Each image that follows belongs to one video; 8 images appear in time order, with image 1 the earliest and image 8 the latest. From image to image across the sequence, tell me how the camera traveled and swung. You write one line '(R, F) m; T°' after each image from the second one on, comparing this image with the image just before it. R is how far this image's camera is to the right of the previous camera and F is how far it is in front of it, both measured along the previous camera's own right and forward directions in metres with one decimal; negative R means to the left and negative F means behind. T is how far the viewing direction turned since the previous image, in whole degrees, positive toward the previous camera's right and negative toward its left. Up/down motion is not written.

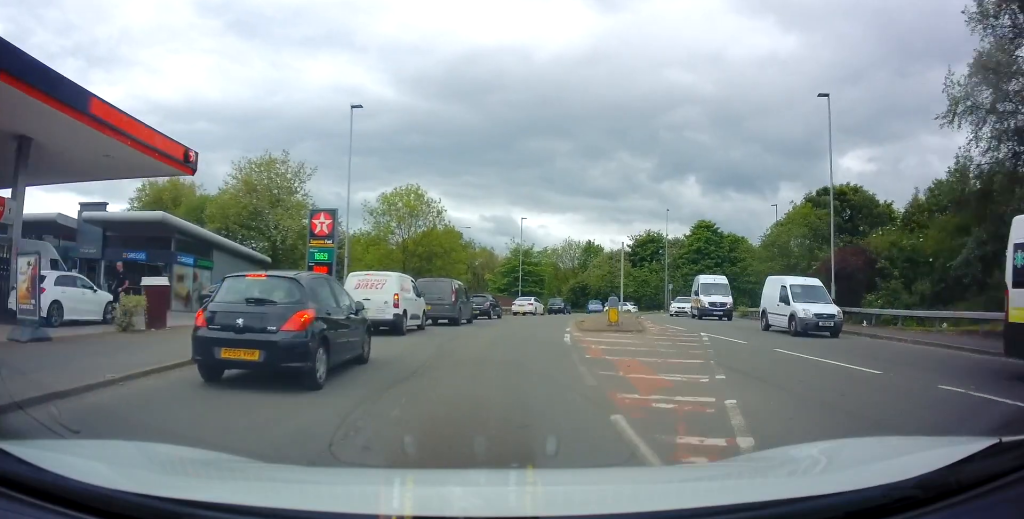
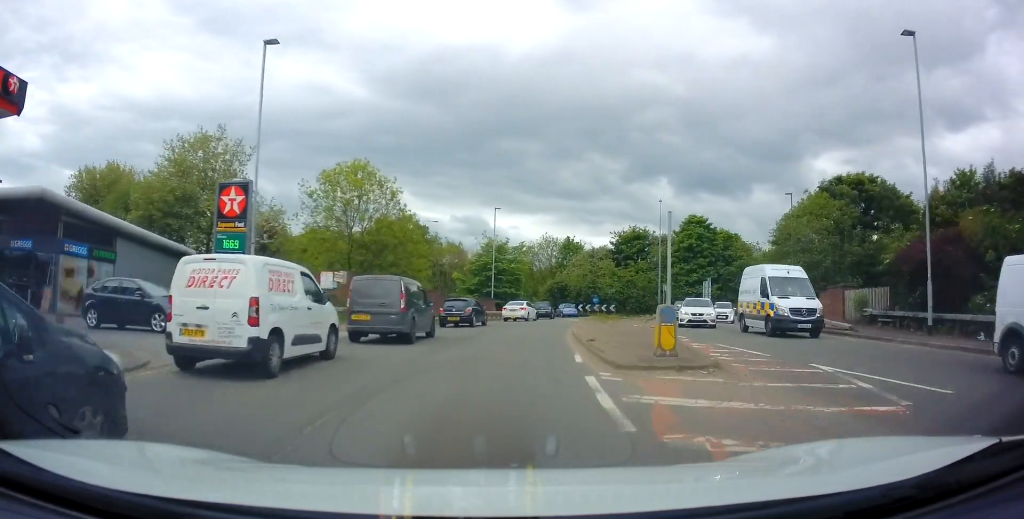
(+0.2, +8.4) m; +2°
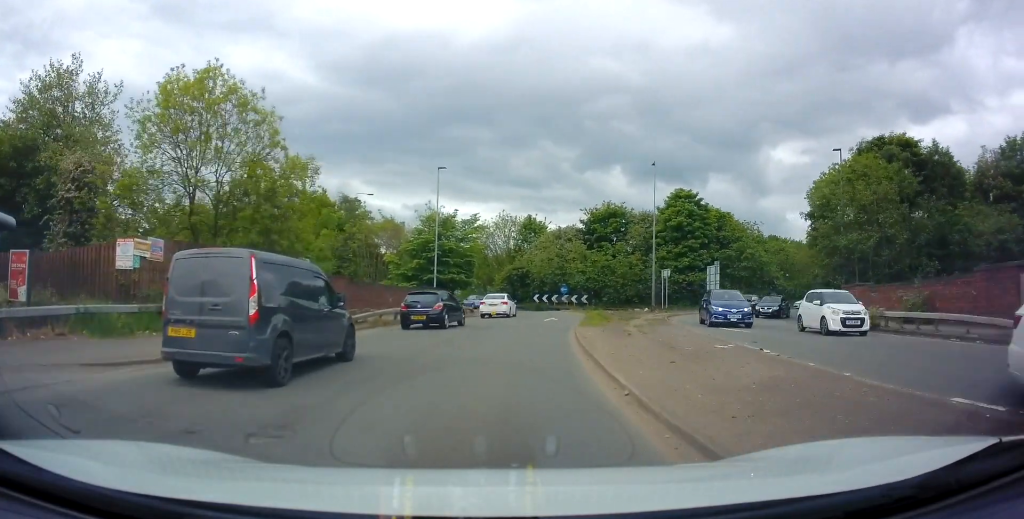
(+0.5, +13.8) m; +4°
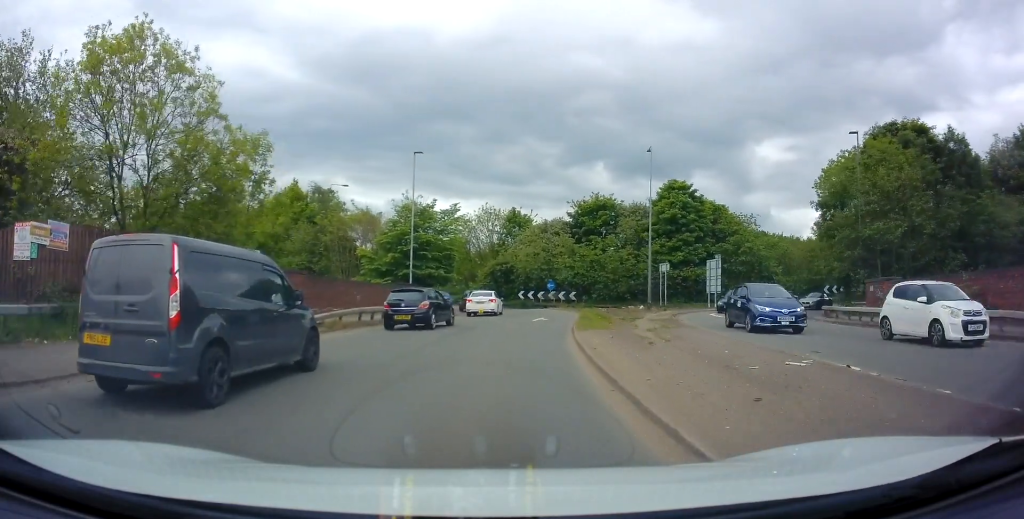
(0.0, +3.7) m; +1°
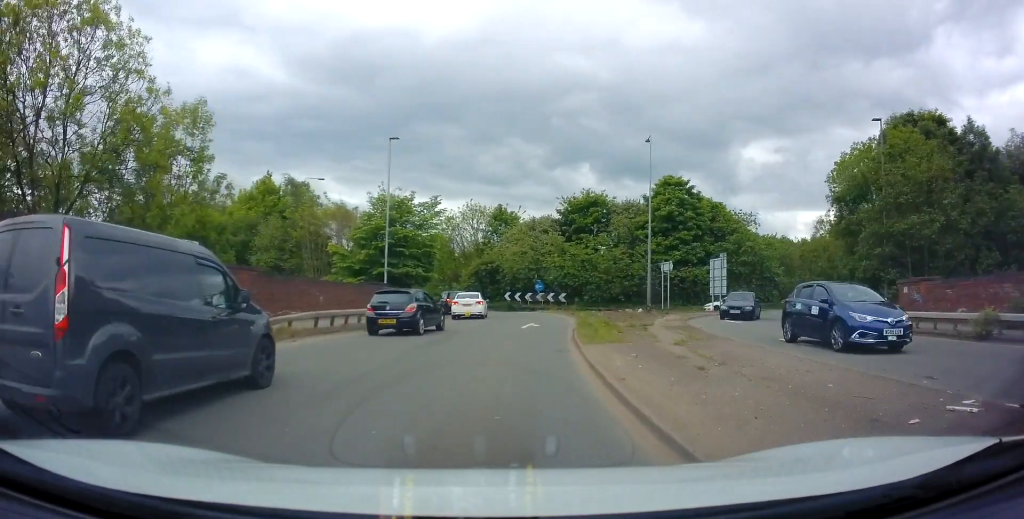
(0.0, +3.7) m; +2°
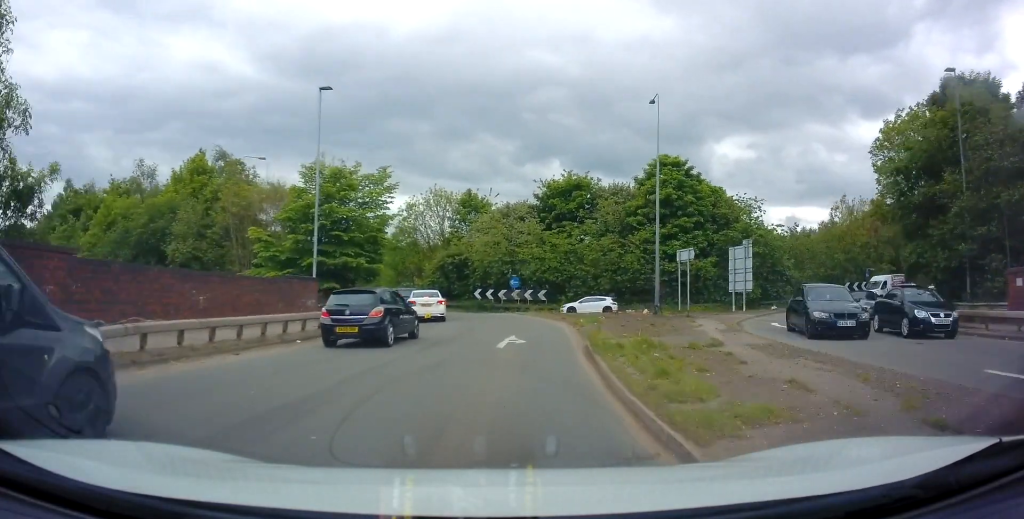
(+0.3, +8.2) m; +3°
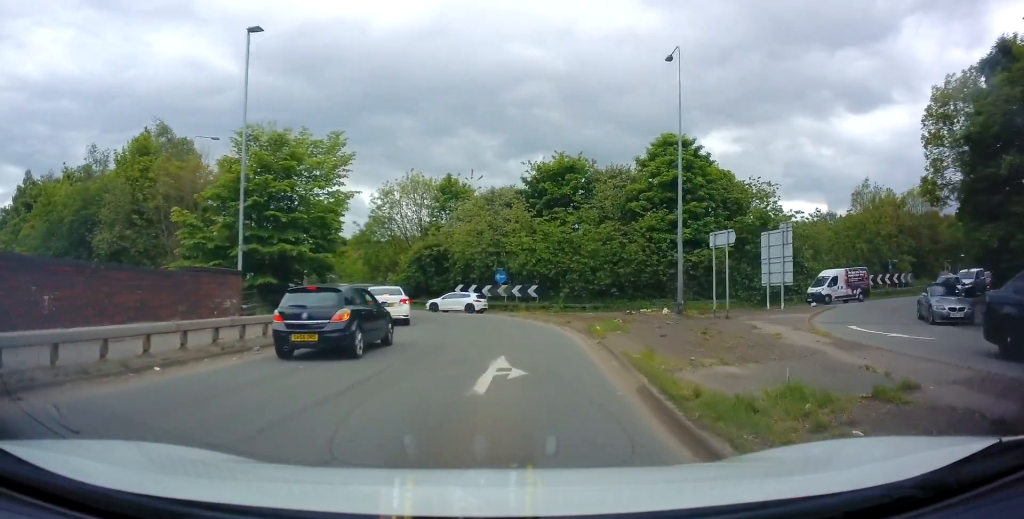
(+0.2, +6.2) m; +1°
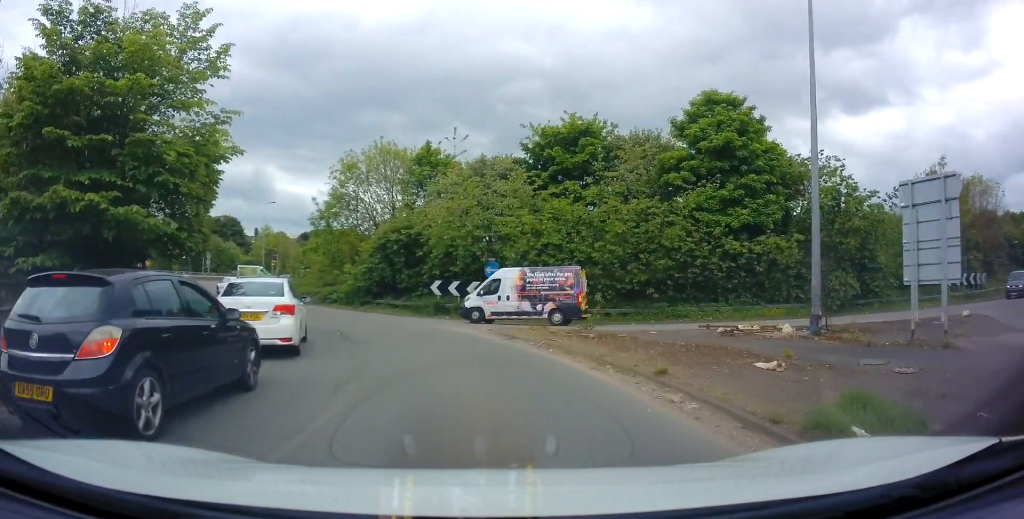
(+0.1, +12.0) m; +2°
